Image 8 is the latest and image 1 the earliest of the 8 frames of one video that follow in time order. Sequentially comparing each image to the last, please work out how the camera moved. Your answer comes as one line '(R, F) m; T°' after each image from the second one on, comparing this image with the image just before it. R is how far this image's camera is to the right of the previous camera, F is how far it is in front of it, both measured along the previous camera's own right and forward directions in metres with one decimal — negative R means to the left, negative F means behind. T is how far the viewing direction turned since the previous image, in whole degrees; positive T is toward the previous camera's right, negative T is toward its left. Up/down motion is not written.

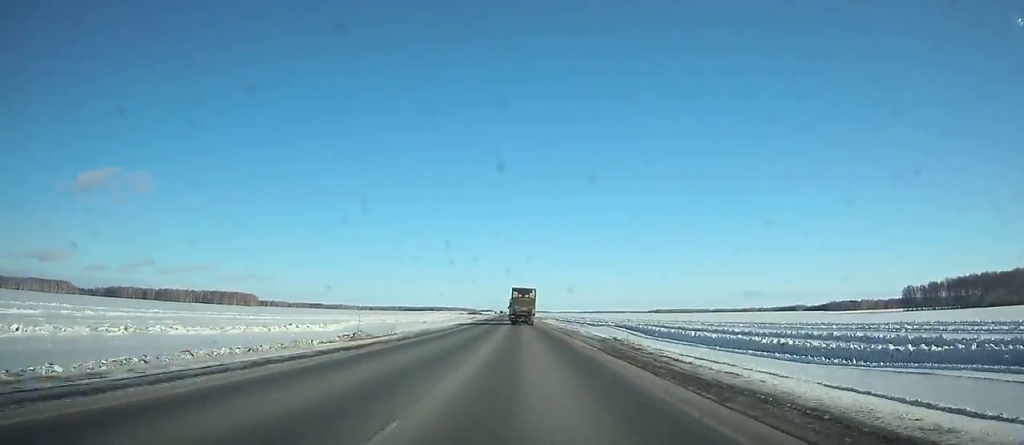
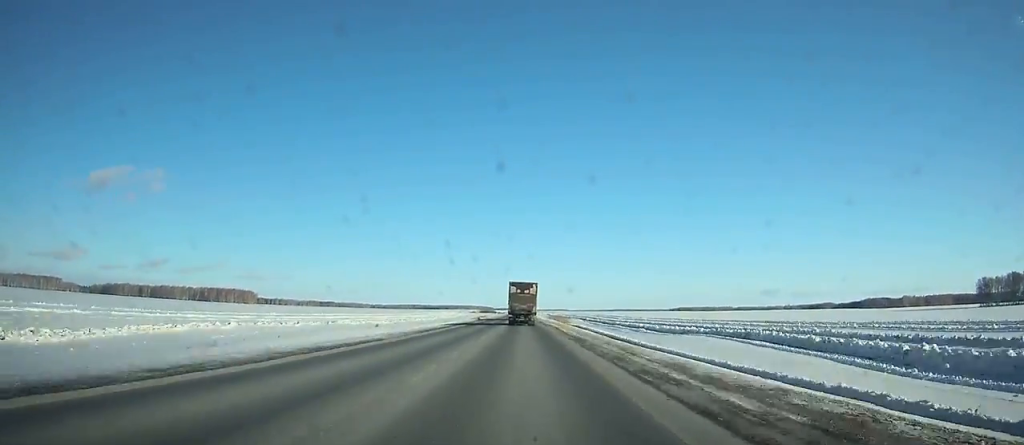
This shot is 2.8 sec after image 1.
(-1.7, +77.0) m; -2°
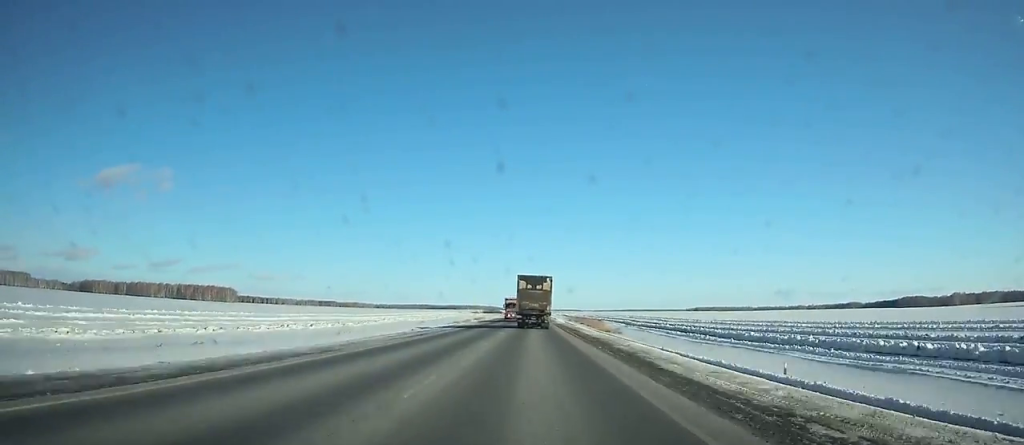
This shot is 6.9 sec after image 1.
(-1.8, +111.4) m; -1°
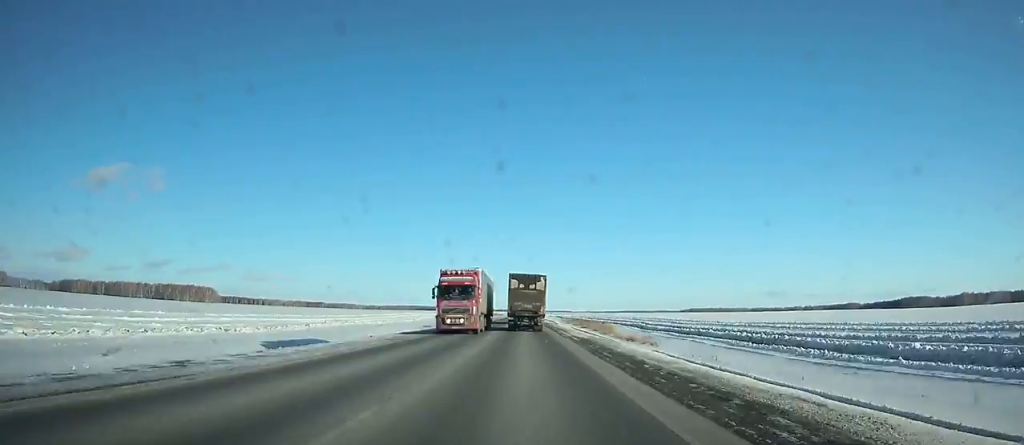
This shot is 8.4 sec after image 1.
(-0.1, +40.6) m; 0°
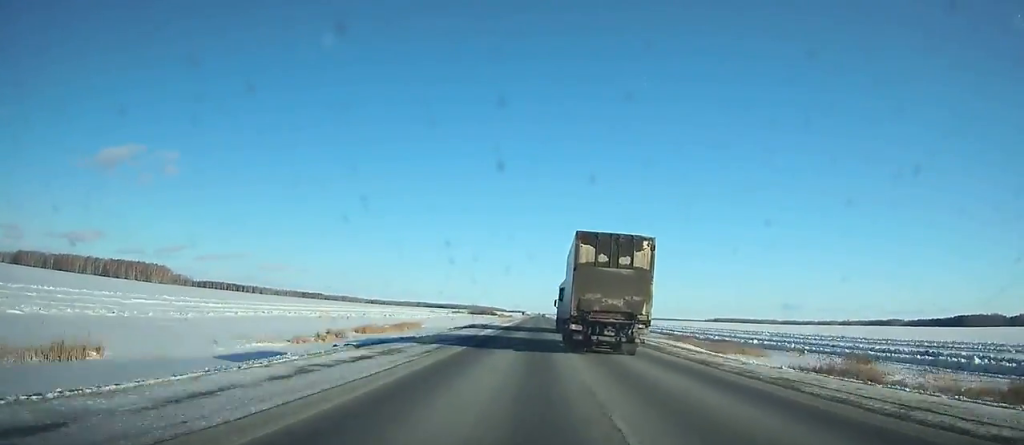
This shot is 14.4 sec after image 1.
(-1.1, +168.8) m; 0°
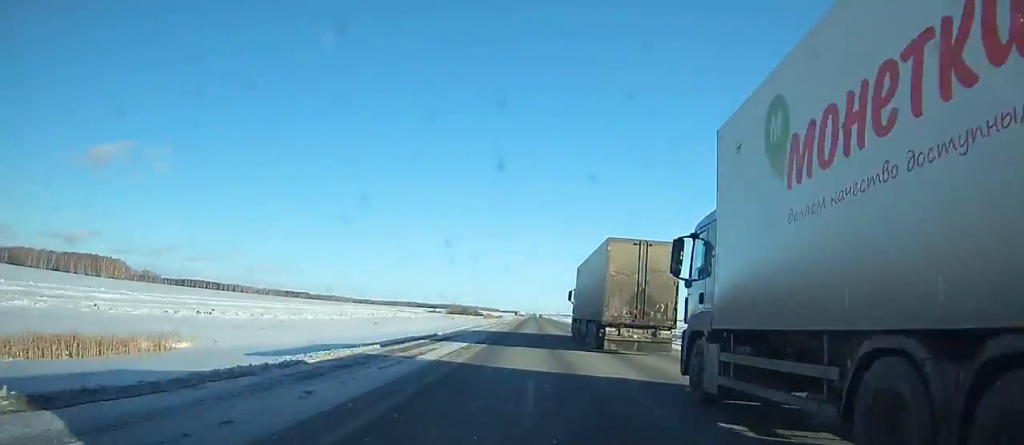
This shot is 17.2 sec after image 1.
(+0.4, +85.0) m; 0°
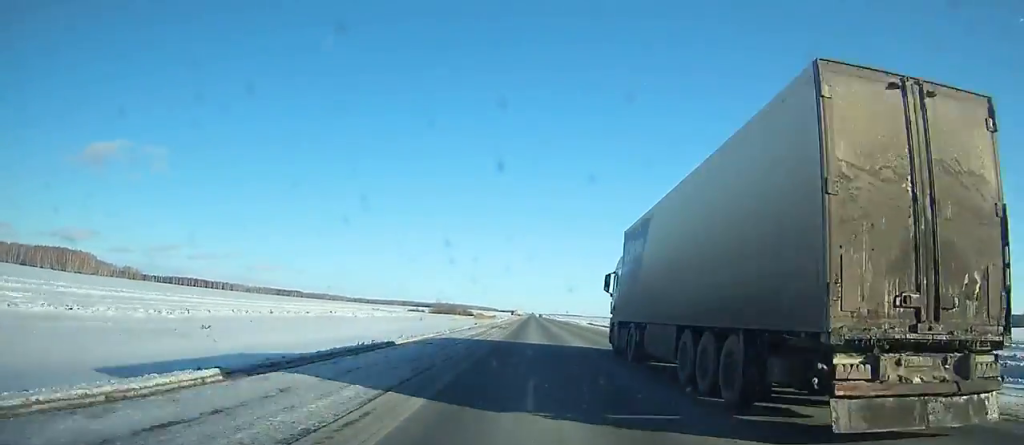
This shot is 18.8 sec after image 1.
(+0.1, +50.6) m; 0°
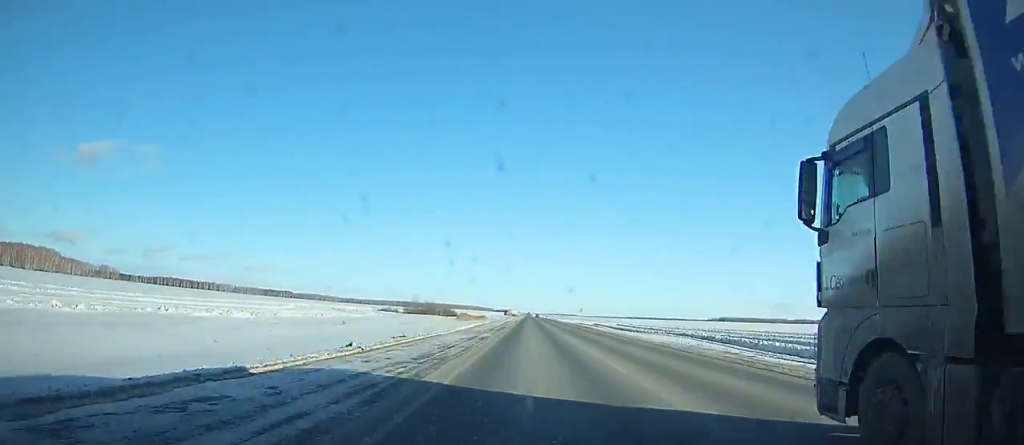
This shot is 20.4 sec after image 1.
(-0.1, +51.8) m; 0°
